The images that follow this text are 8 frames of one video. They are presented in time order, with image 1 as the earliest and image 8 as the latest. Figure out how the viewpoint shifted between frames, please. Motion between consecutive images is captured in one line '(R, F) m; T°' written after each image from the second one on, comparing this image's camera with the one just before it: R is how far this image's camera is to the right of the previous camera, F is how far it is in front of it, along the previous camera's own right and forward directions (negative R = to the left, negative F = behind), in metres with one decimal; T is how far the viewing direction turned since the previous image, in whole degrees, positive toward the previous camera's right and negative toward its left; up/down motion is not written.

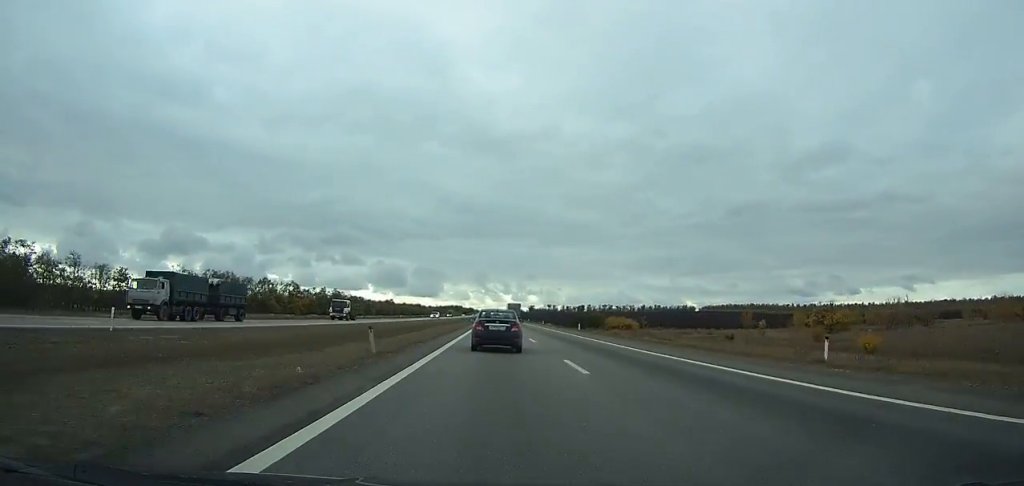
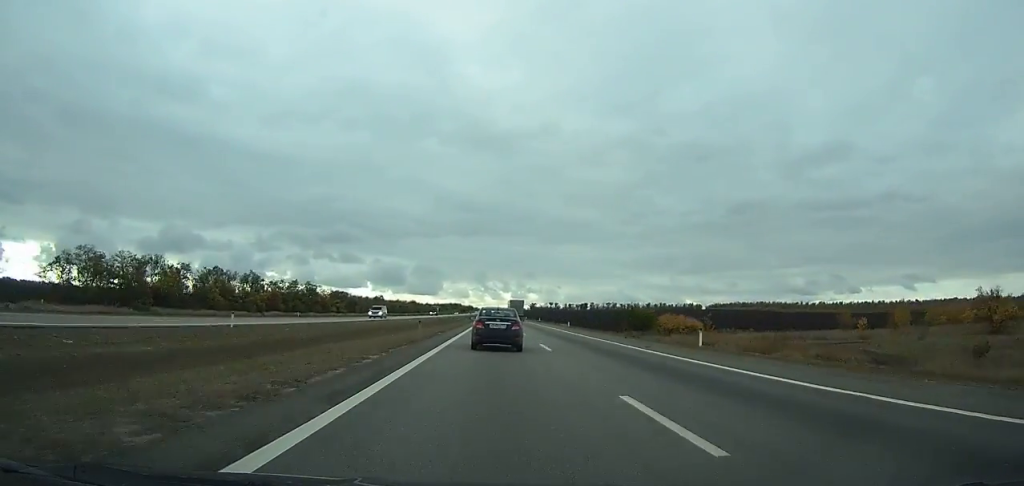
(0.0, +39.0) m; 0°
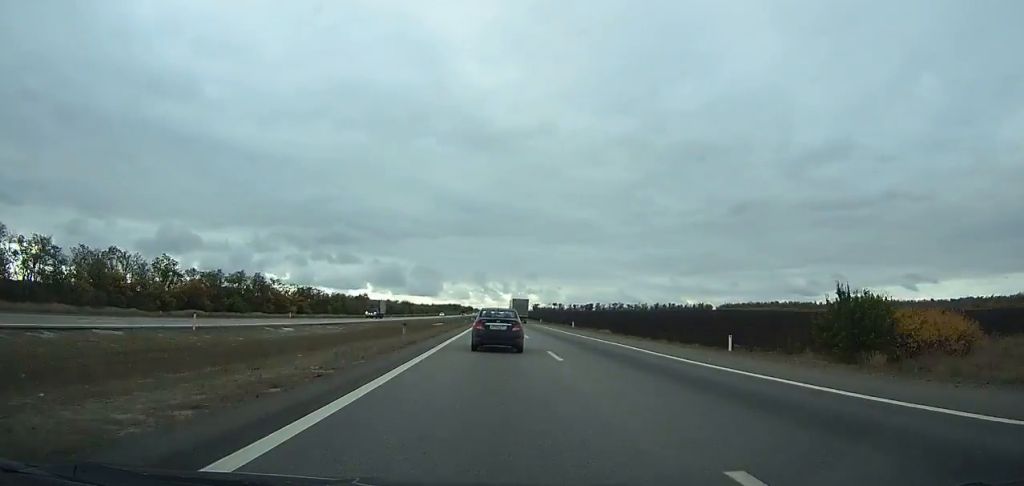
(0.0, +52.0) m; 0°
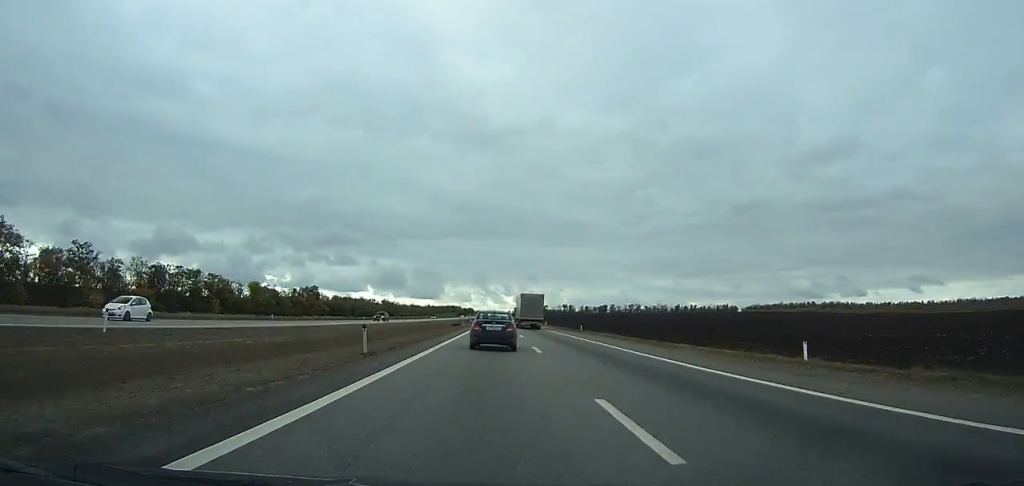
(-0.1, +109.7) m; 0°
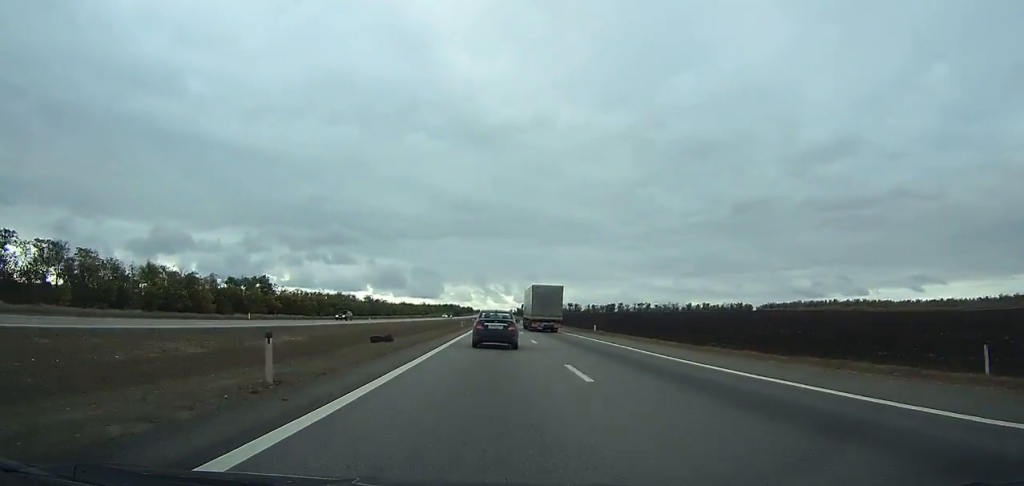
(-0.1, +58.1) m; 0°
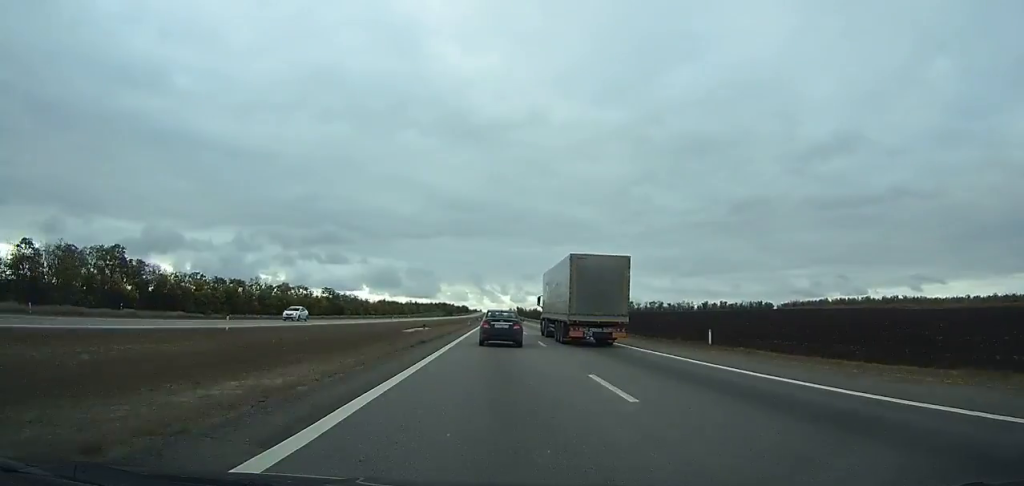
(-0.1, +82.7) m; 0°
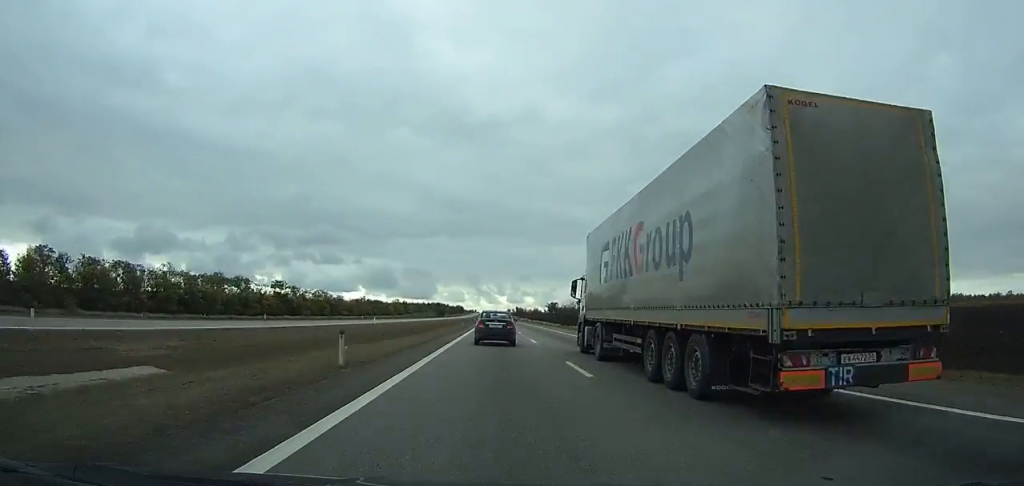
(-0.1, +59.5) m; 0°
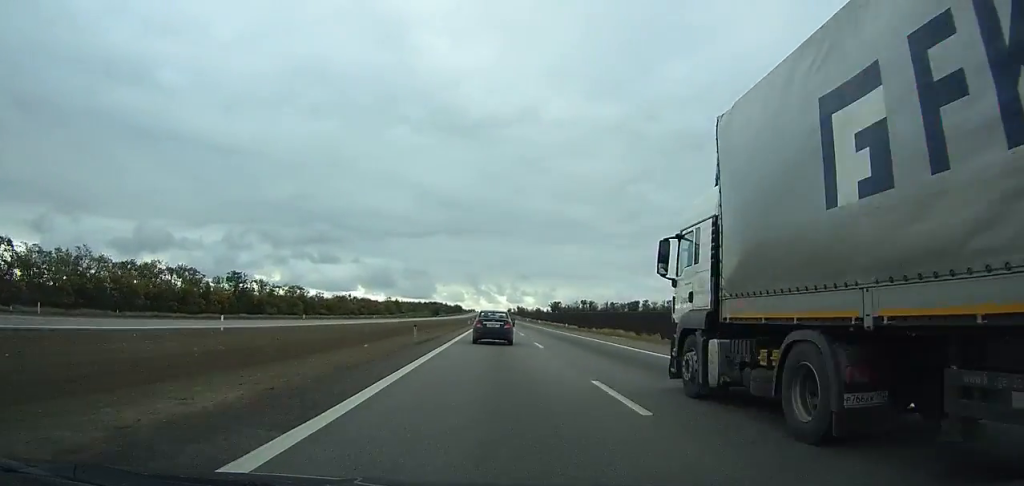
(0.0, +35.7) m; 0°
